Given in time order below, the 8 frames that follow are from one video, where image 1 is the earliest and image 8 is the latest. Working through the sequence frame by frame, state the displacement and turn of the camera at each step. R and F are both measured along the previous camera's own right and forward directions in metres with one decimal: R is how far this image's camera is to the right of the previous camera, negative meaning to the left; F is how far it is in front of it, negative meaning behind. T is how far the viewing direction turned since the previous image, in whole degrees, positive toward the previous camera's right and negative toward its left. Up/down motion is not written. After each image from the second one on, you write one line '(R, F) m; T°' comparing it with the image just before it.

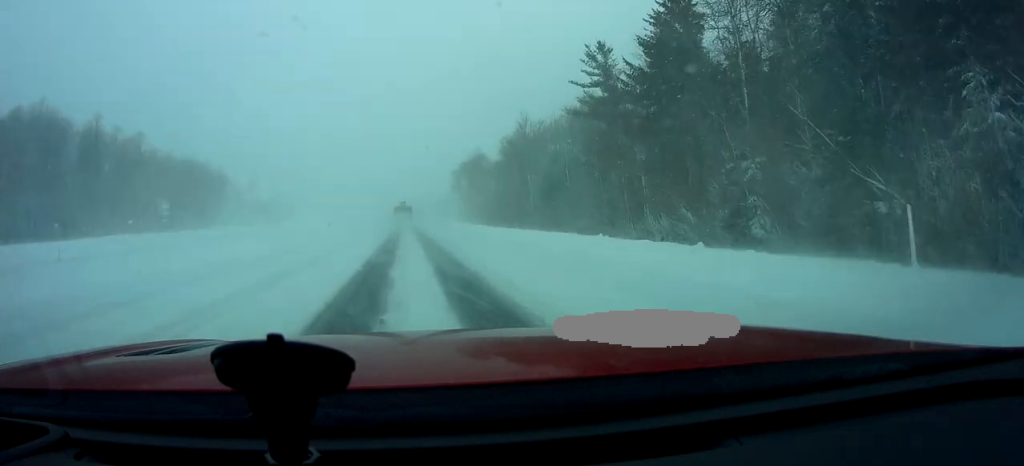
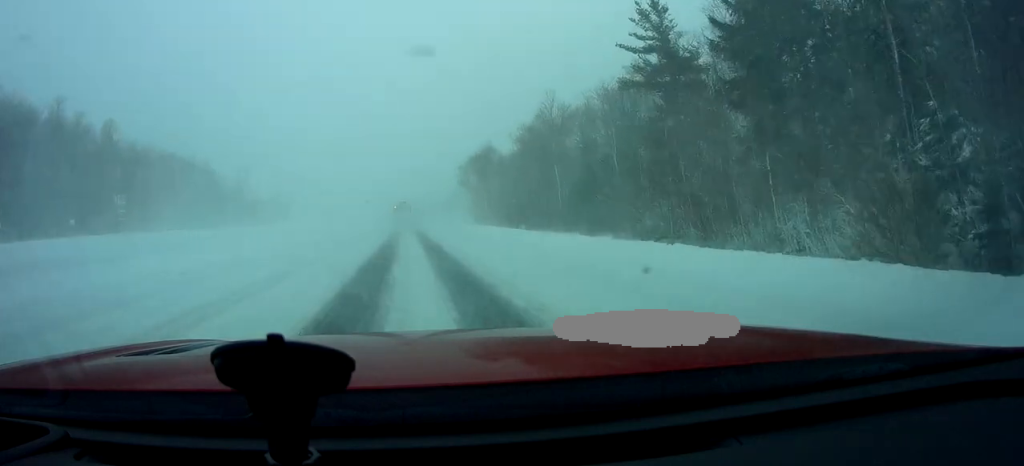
(+0.1, +14.0) m; 0°
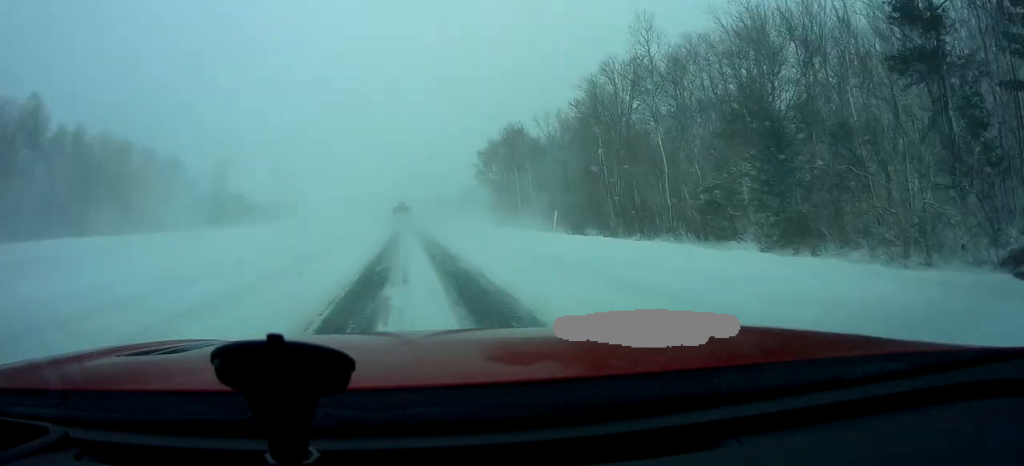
(+0.1, +27.4) m; -1°
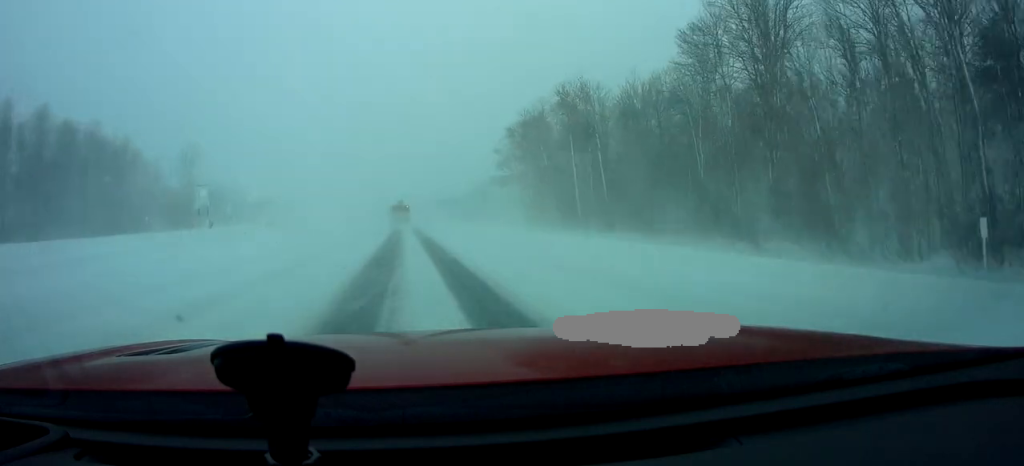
(0.0, +26.3) m; 0°
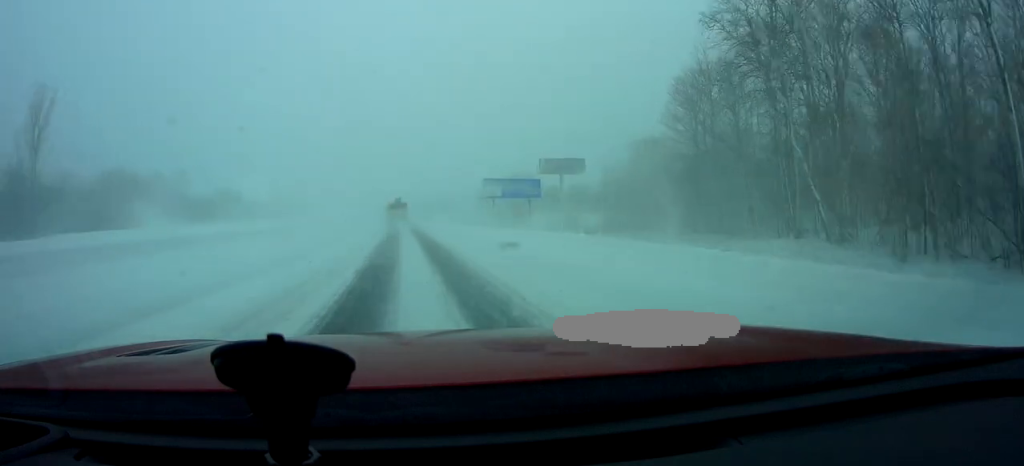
(-1.9, +65.5) m; -3°
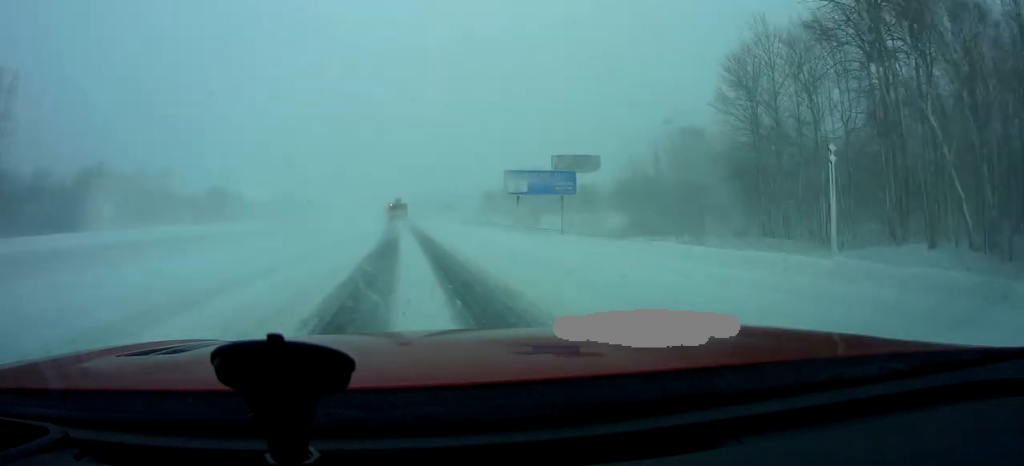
(-0.1, +10.5) m; 0°
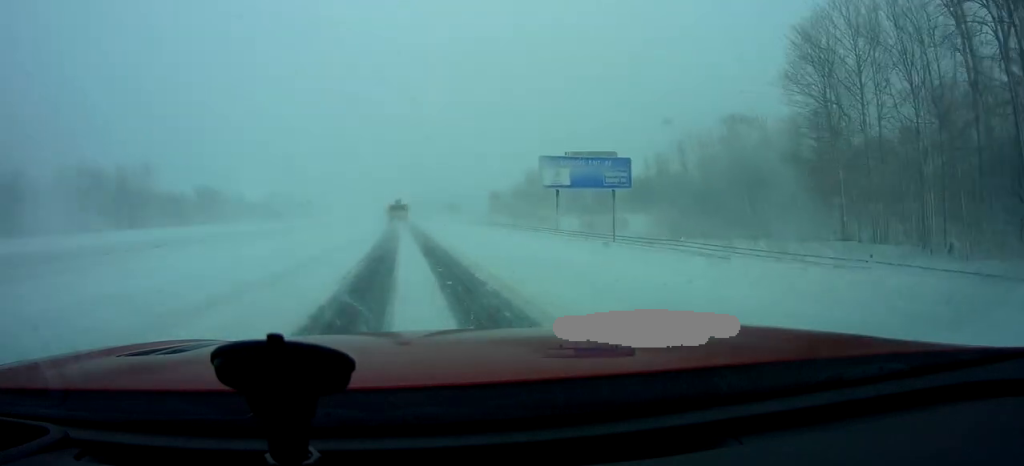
(+0.1, +10.2) m; 0°
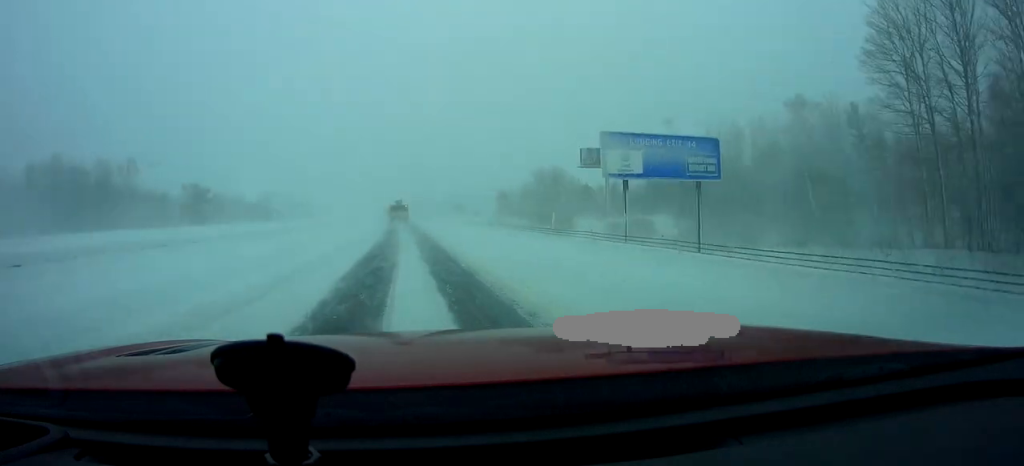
(+0.1, +9.5) m; 0°
